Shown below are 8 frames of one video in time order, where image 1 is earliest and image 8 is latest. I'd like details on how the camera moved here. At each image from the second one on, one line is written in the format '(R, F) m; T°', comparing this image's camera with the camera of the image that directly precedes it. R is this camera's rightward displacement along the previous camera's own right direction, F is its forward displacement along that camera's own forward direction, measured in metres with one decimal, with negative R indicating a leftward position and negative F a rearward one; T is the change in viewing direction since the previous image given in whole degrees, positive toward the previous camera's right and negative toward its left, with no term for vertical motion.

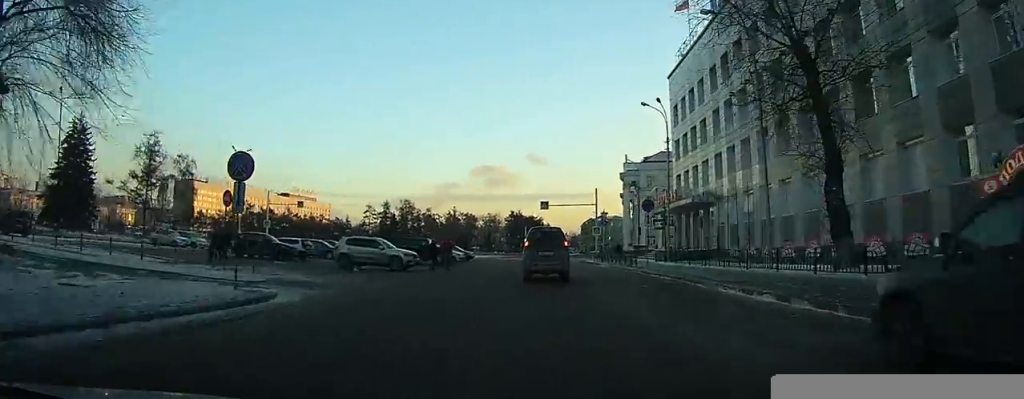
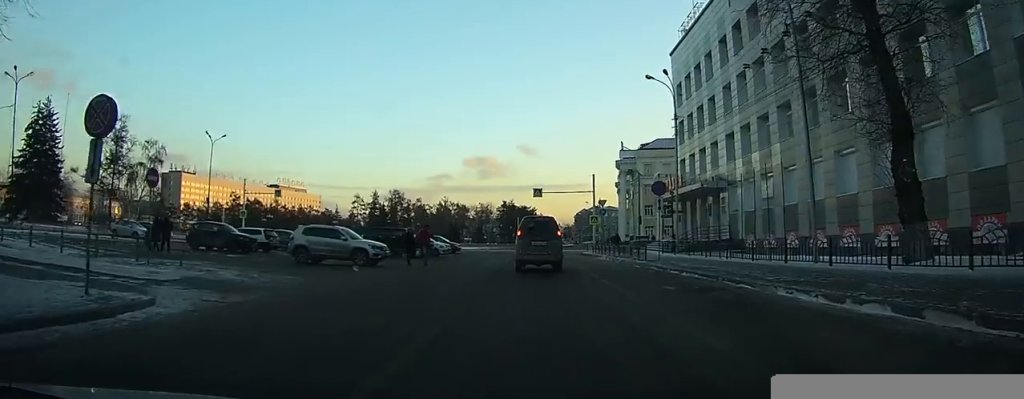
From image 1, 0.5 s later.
(0.0, +4.9) m; 0°
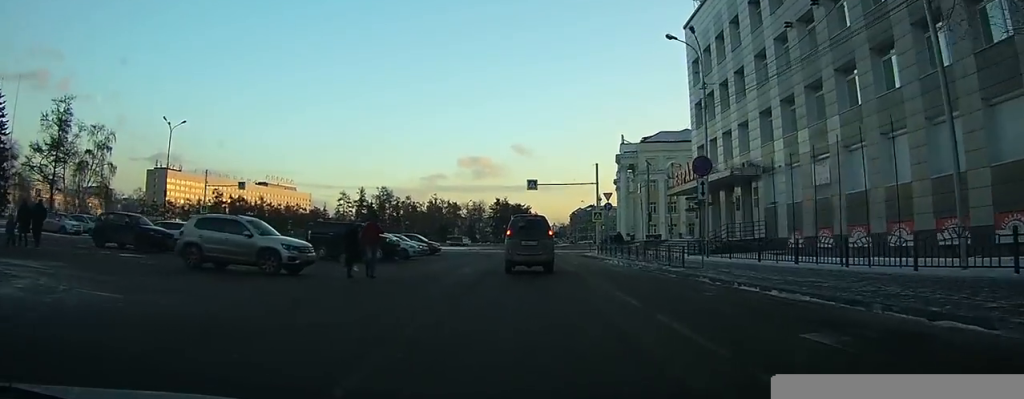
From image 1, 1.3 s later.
(+0.1, +8.4) m; 0°
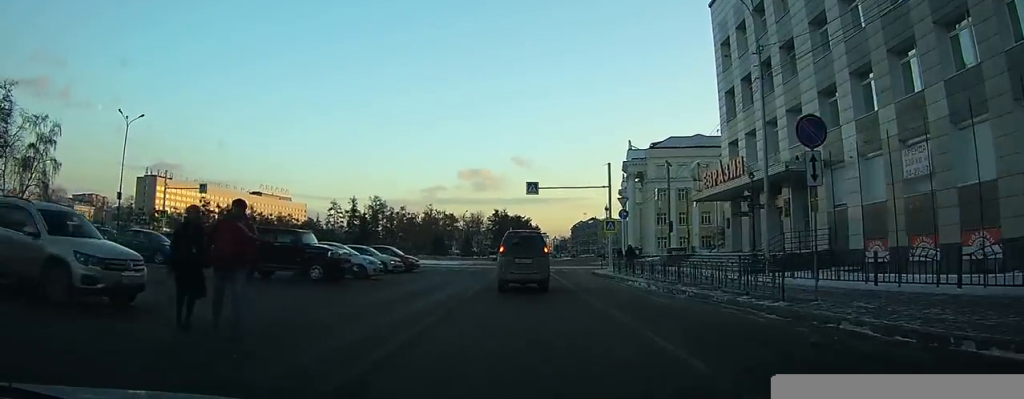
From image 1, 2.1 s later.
(0.0, +8.8) m; 0°
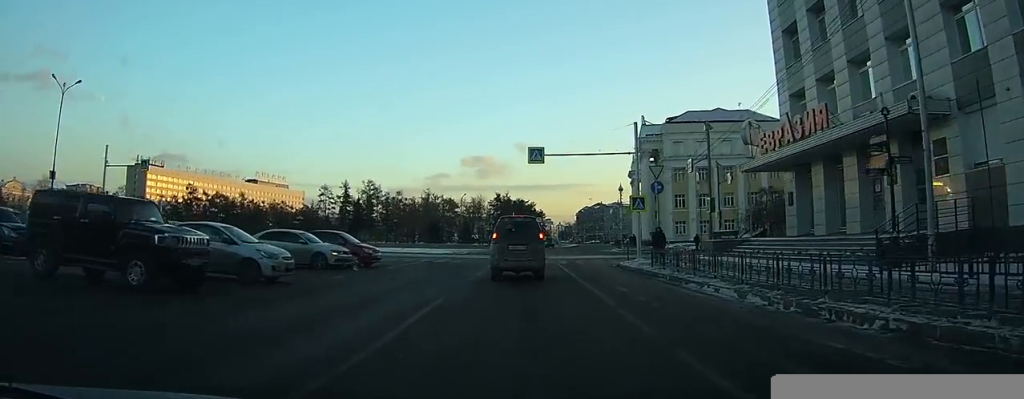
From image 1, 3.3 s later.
(-0.1, +11.5) m; -1°
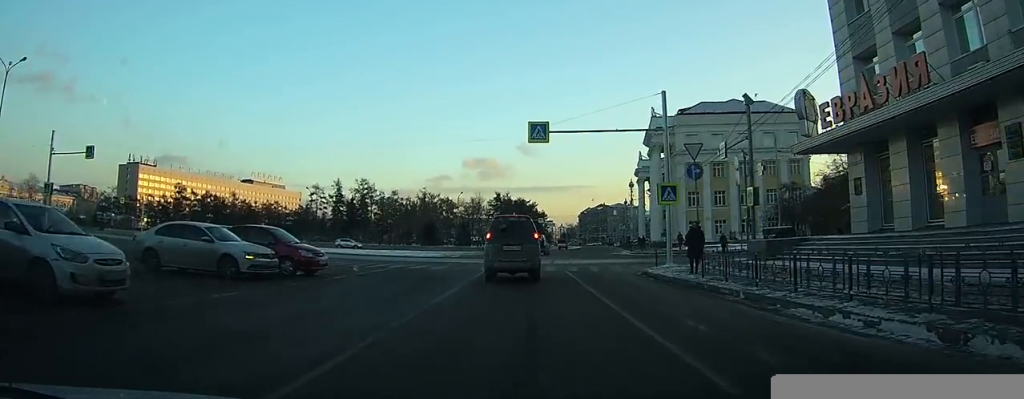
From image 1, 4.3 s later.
(-0.1, +8.3) m; -2°
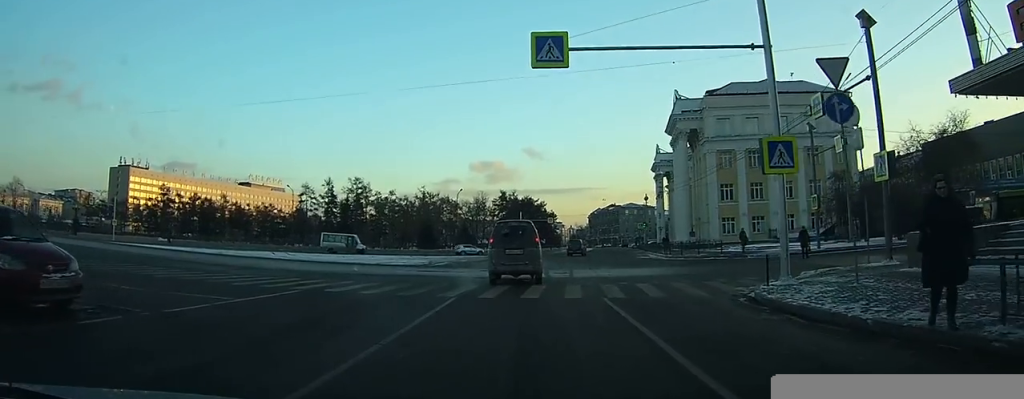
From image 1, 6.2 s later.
(-0.3, +13.6) m; 0°
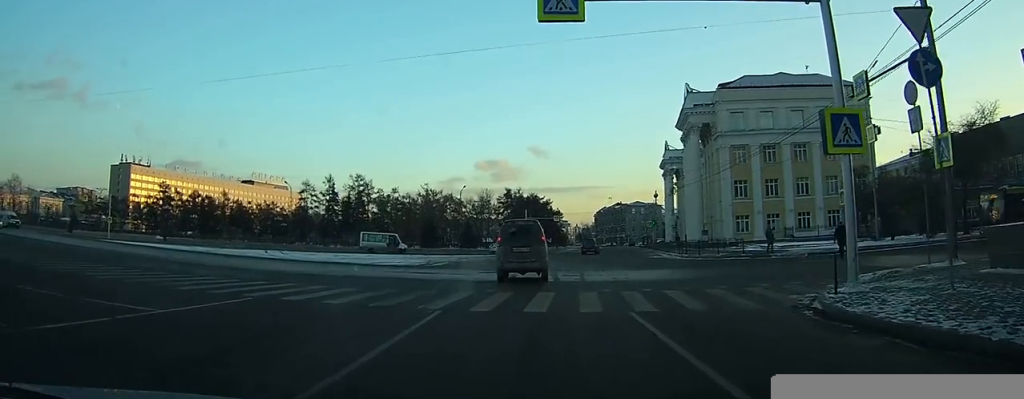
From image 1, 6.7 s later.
(0.0, +3.3) m; +1°
